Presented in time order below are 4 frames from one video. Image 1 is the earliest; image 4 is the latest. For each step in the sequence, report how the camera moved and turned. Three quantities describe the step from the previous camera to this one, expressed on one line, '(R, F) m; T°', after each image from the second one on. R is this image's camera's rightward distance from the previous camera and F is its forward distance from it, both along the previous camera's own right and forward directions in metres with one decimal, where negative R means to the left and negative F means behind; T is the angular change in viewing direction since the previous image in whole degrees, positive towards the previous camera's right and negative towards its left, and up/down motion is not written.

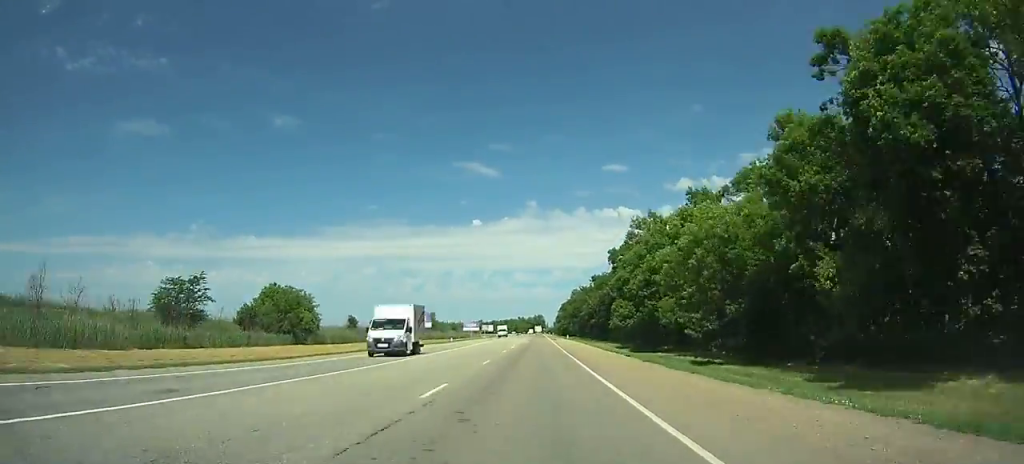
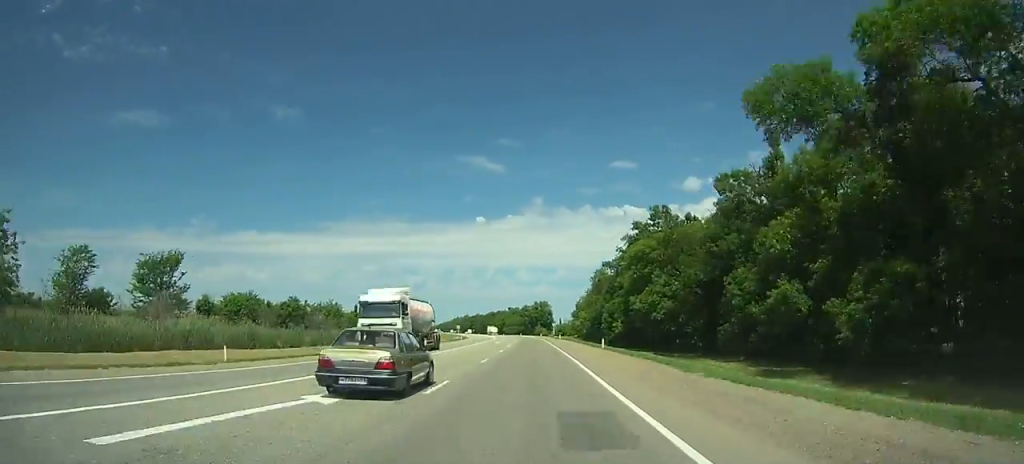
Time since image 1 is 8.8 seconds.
(-0.2, +220.2) m; -1°
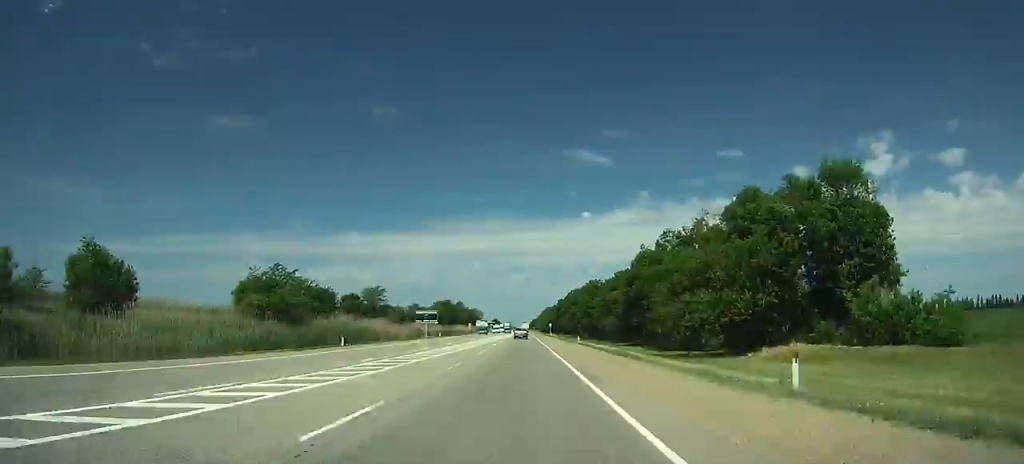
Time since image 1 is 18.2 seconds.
(-16.7, +225.7) m; -6°
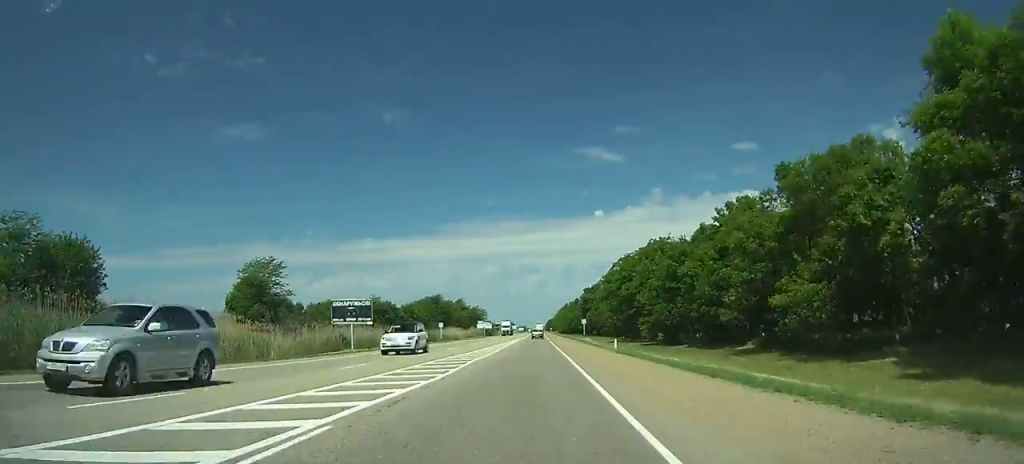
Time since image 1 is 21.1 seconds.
(-2.7, +73.5) m; -3°
